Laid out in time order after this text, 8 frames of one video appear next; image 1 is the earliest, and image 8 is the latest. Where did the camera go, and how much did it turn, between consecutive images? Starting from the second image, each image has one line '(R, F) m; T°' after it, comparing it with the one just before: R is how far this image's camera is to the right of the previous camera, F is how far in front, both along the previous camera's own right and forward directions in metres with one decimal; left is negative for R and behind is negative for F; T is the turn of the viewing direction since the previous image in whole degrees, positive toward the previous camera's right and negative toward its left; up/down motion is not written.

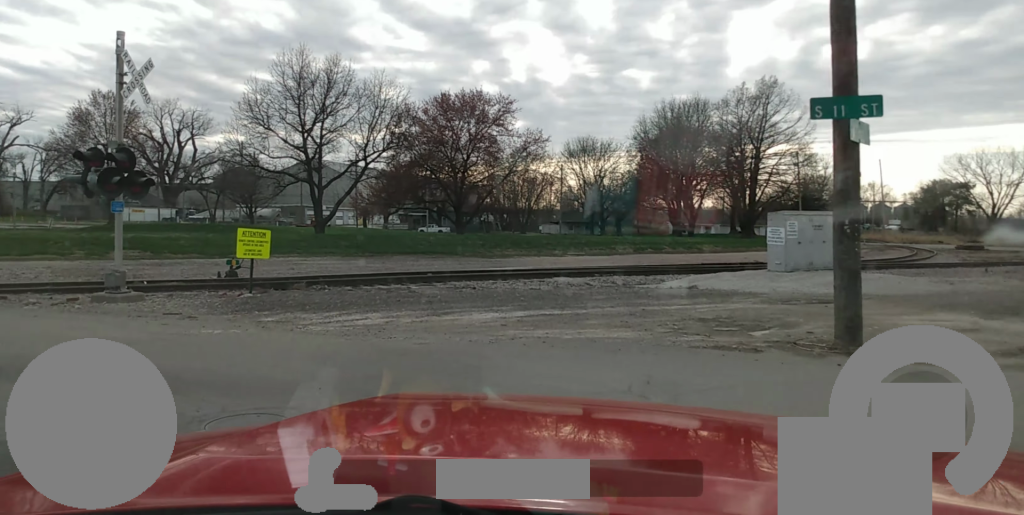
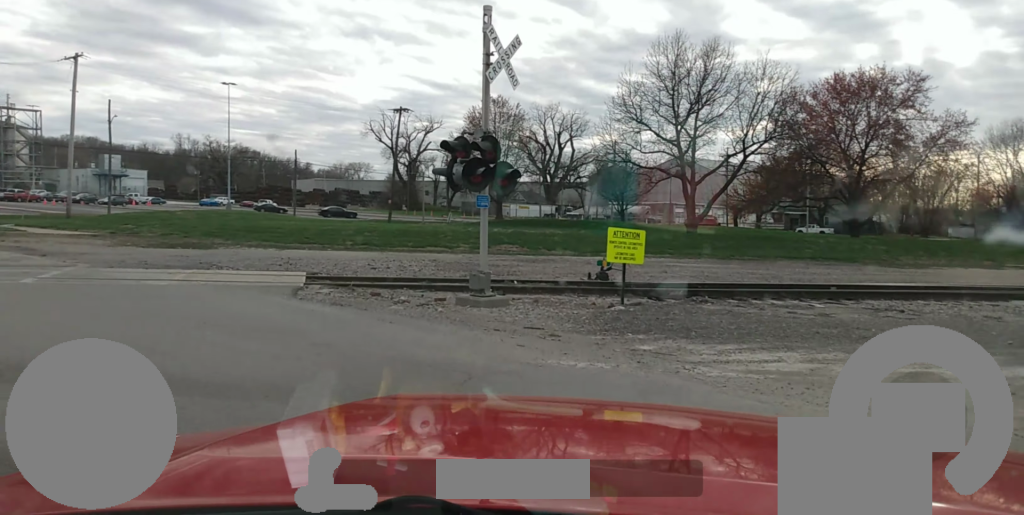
(+0.1, +2.4) m; -21°
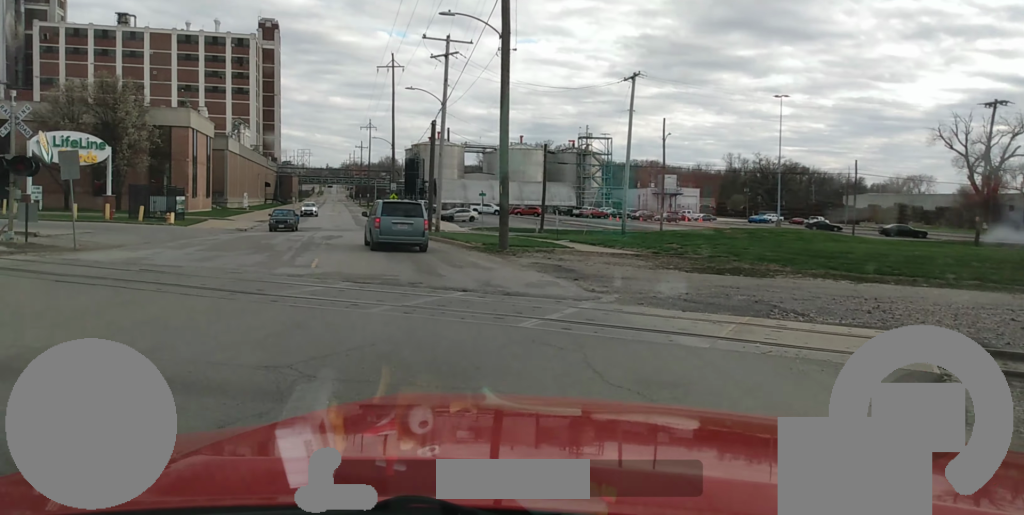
(-2.2, +5.4) m; -32°
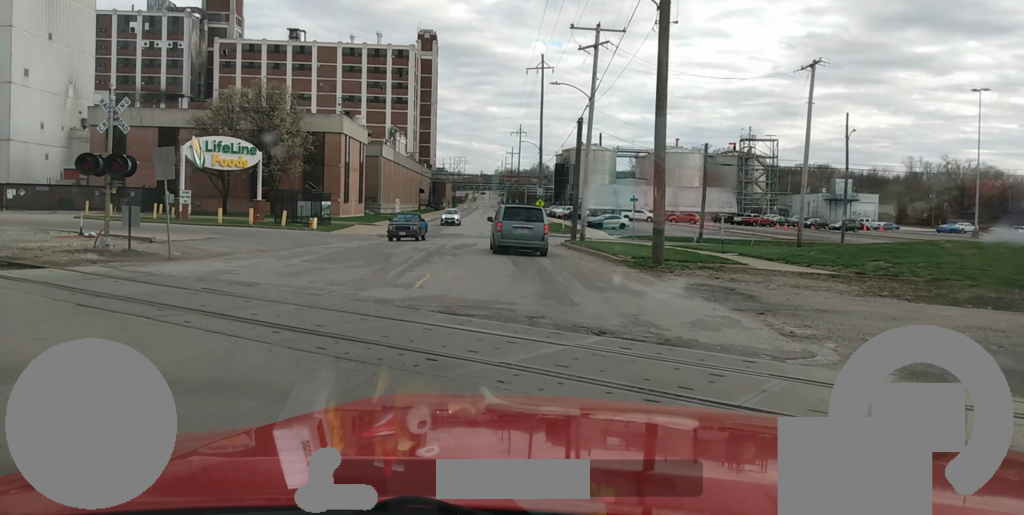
(-0.4, +4.0) m; -10°
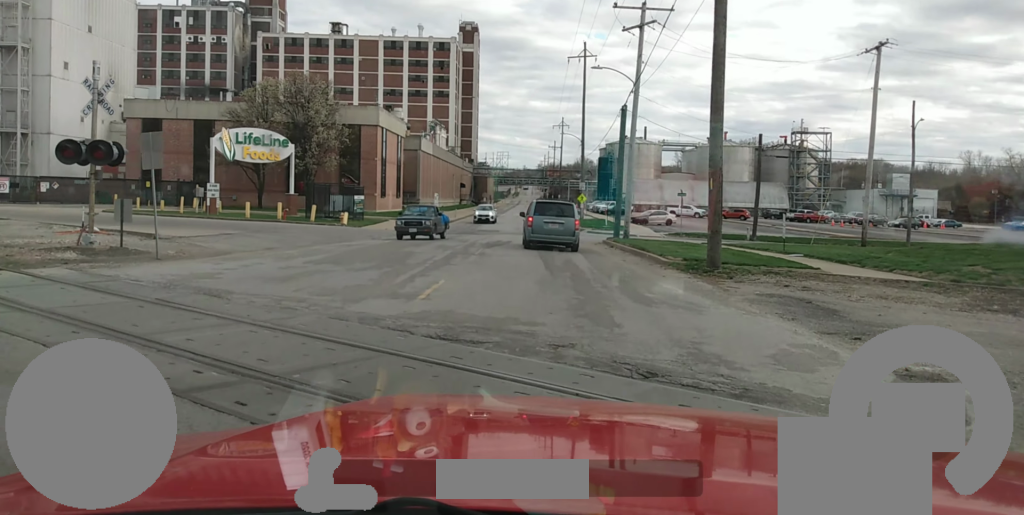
(-0.2, +2.7) m; -4°
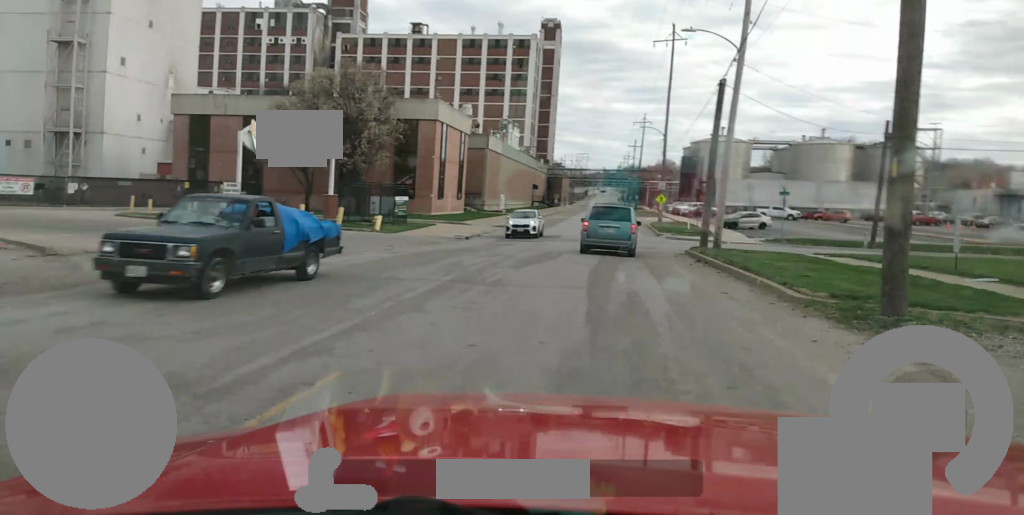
(-0.8, +8.2) m; -7°
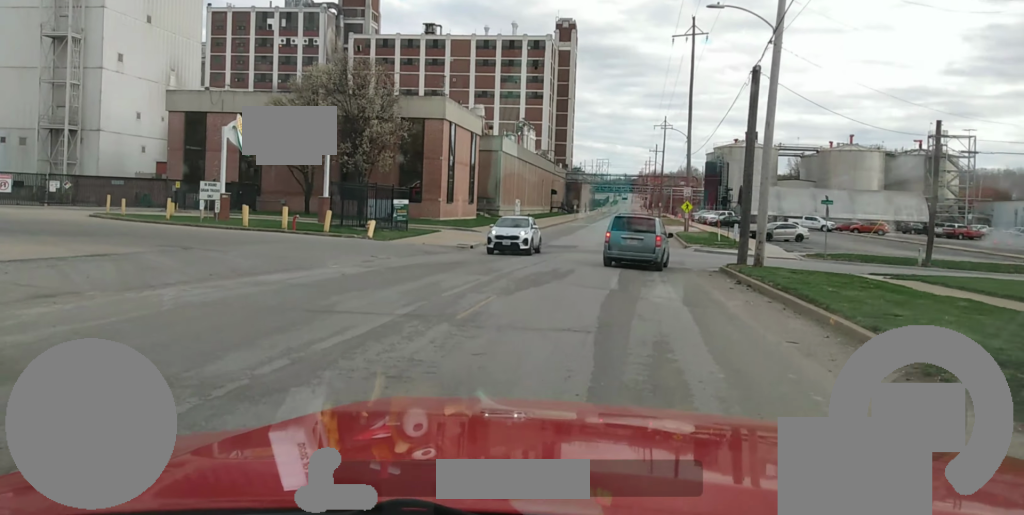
(0.0, +4.5) m; 0°
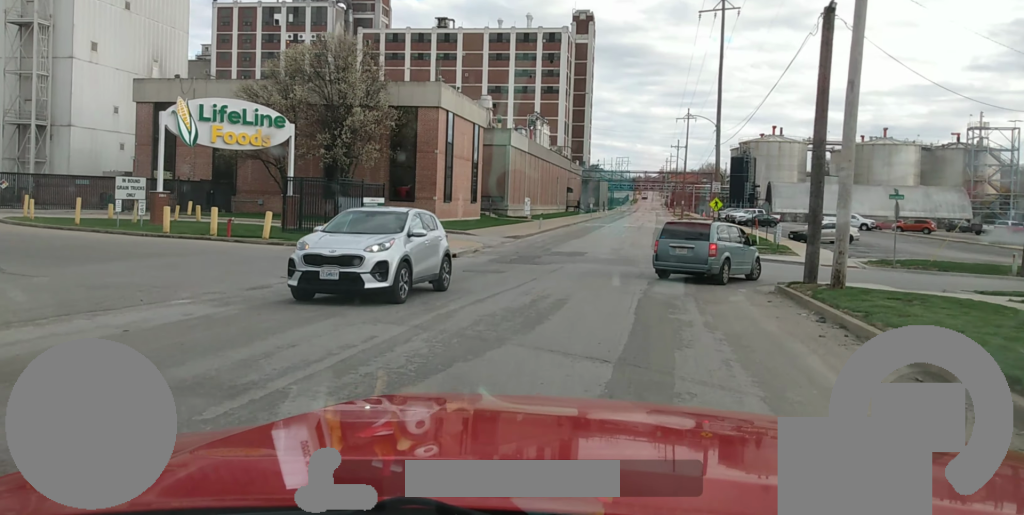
(0.0, +7.9) m; -1°
